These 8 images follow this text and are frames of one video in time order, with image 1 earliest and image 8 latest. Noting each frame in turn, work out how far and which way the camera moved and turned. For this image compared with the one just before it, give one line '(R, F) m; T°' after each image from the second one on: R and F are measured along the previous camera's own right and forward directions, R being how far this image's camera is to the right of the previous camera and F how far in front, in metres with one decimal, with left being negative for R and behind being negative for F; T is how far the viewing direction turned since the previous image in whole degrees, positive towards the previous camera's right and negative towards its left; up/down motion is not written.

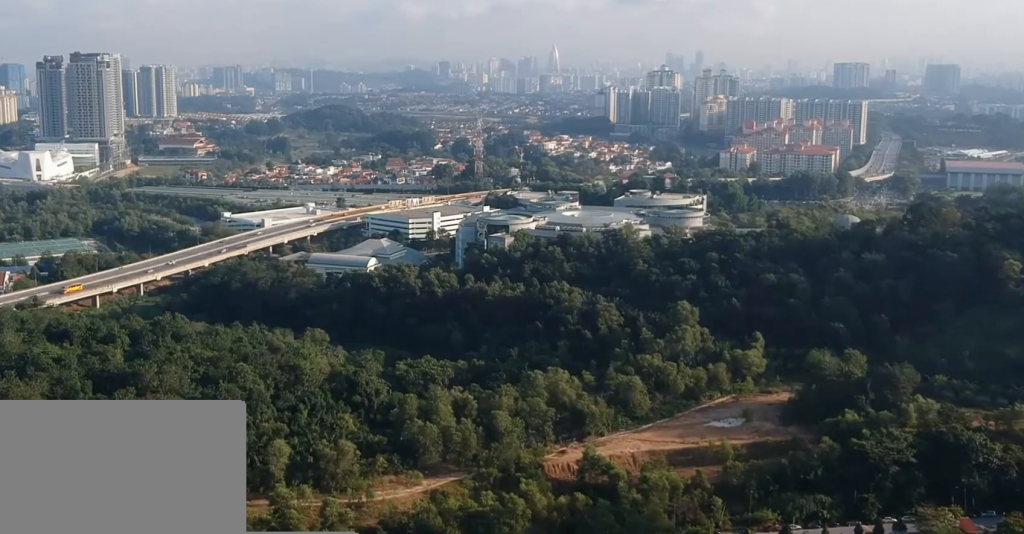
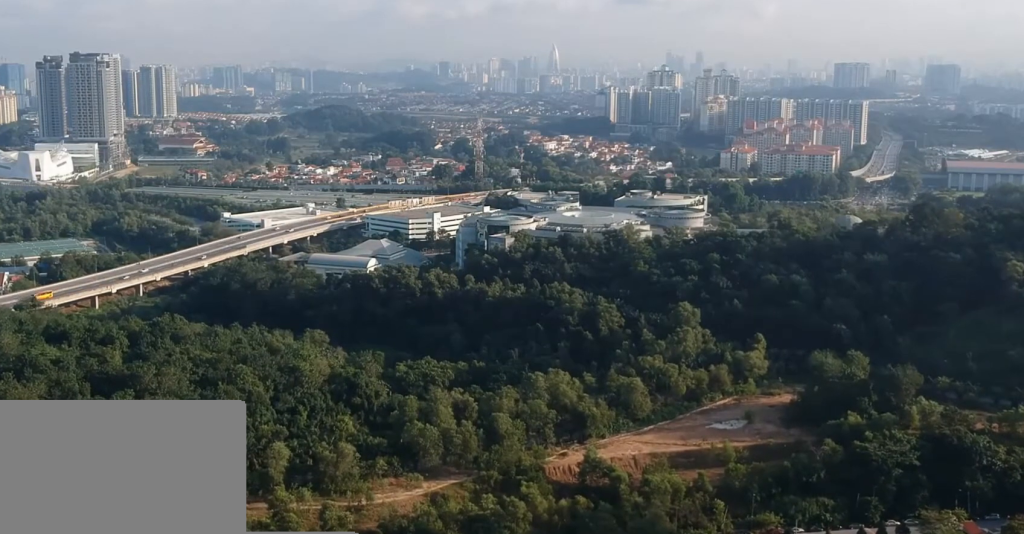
(0.0, +1.8) m; +1°
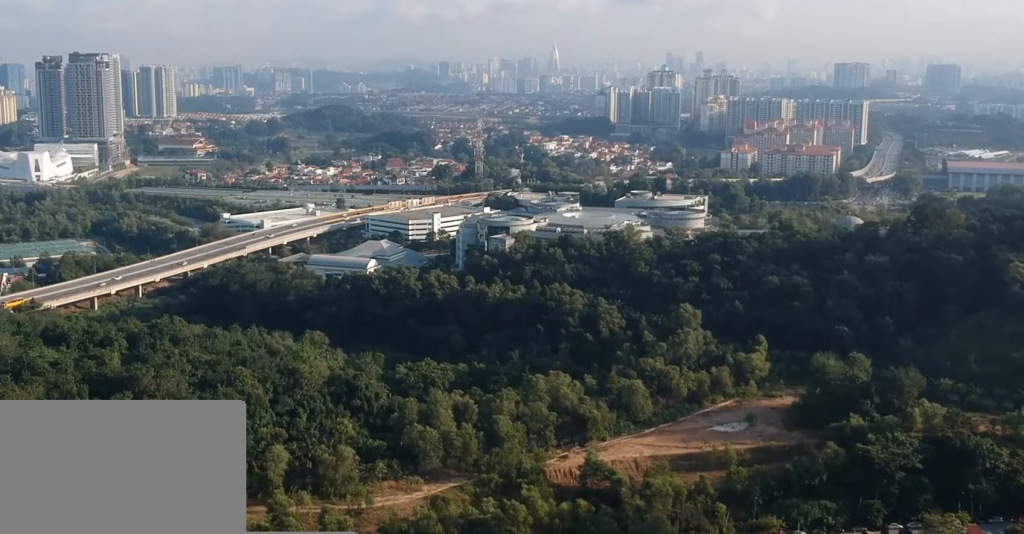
(0.0, +1.7) m; 0°
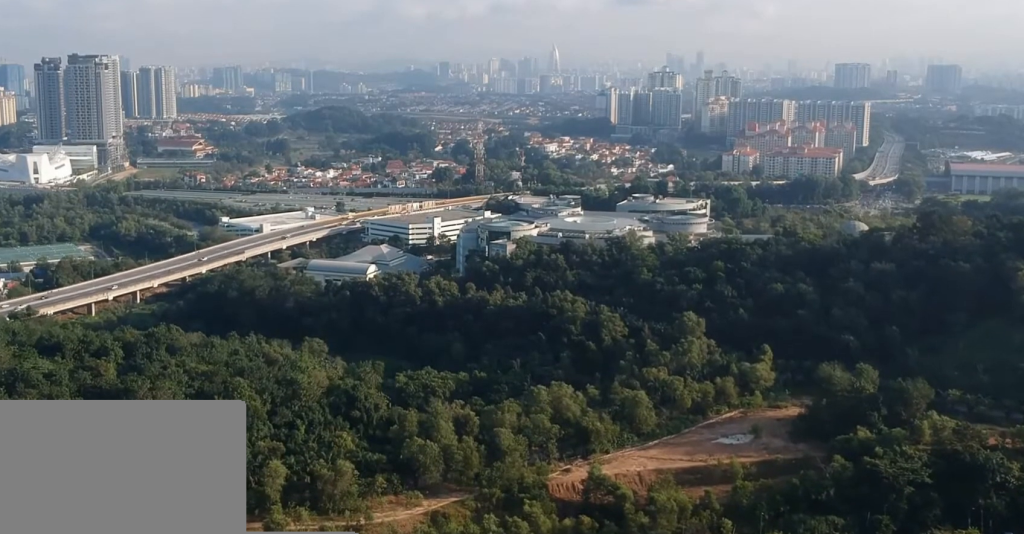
(0.0, +5.5) m; 0°
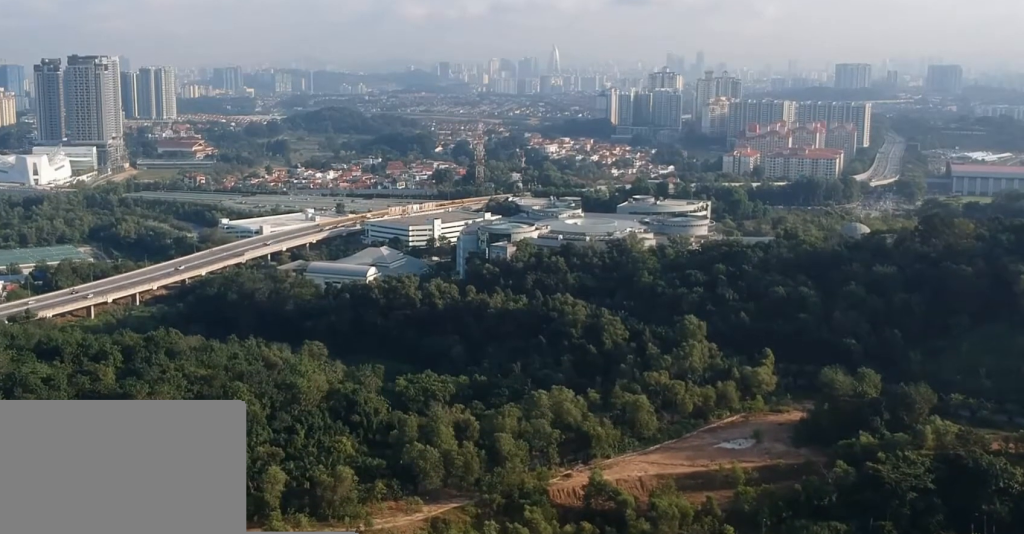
(0.0, +1.7) m; 0°
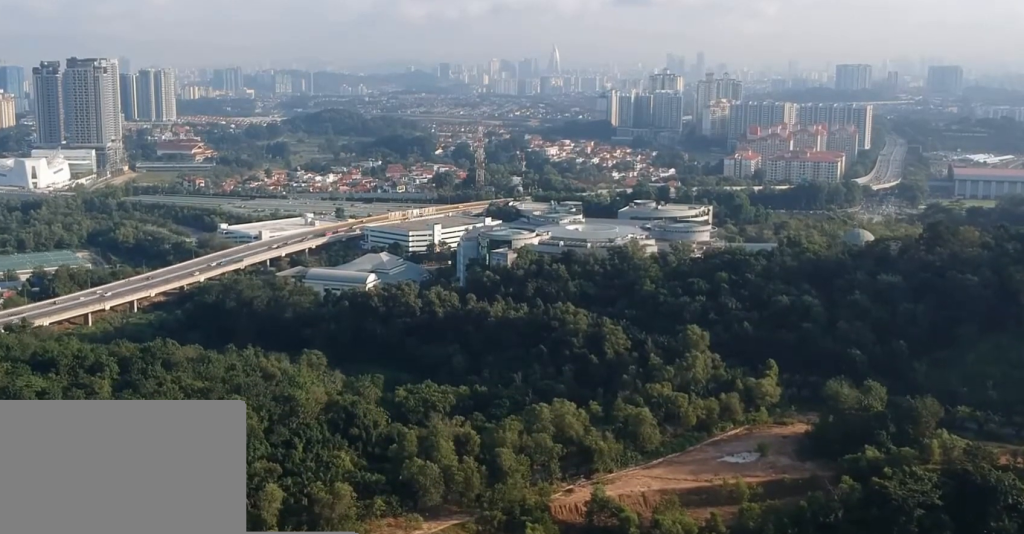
(0.0, +4.7) m; -1°
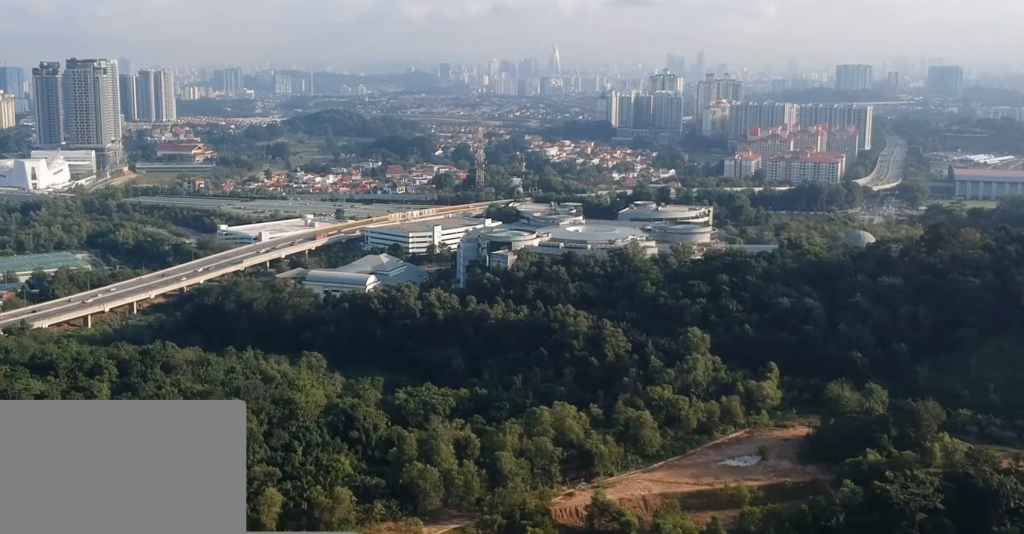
(0.0, +1.1) m; 0°
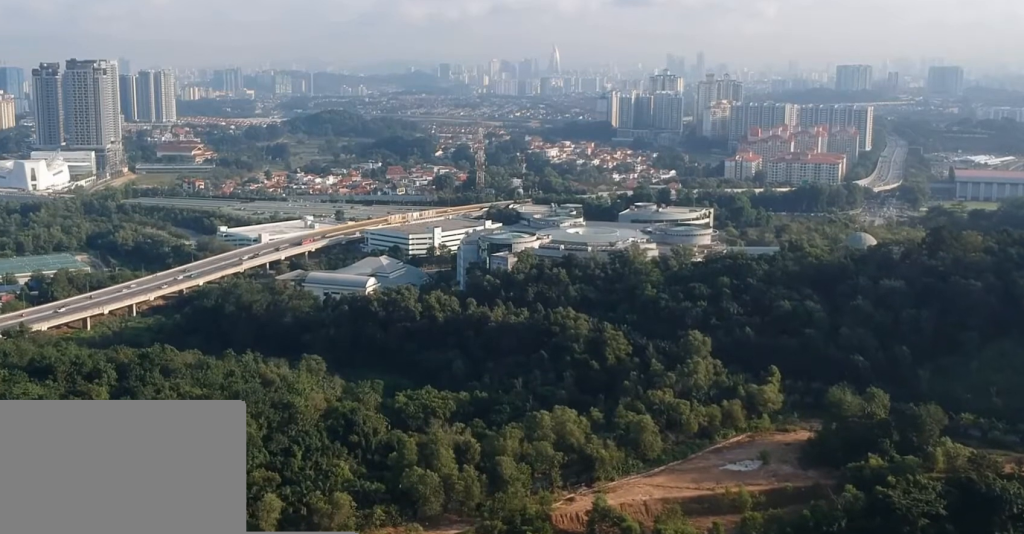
(0.0, +1.5) m; 0°
